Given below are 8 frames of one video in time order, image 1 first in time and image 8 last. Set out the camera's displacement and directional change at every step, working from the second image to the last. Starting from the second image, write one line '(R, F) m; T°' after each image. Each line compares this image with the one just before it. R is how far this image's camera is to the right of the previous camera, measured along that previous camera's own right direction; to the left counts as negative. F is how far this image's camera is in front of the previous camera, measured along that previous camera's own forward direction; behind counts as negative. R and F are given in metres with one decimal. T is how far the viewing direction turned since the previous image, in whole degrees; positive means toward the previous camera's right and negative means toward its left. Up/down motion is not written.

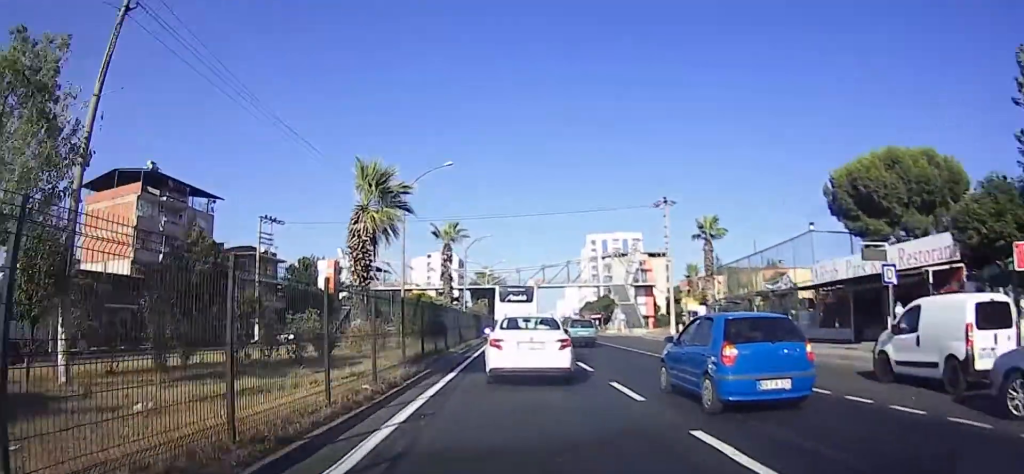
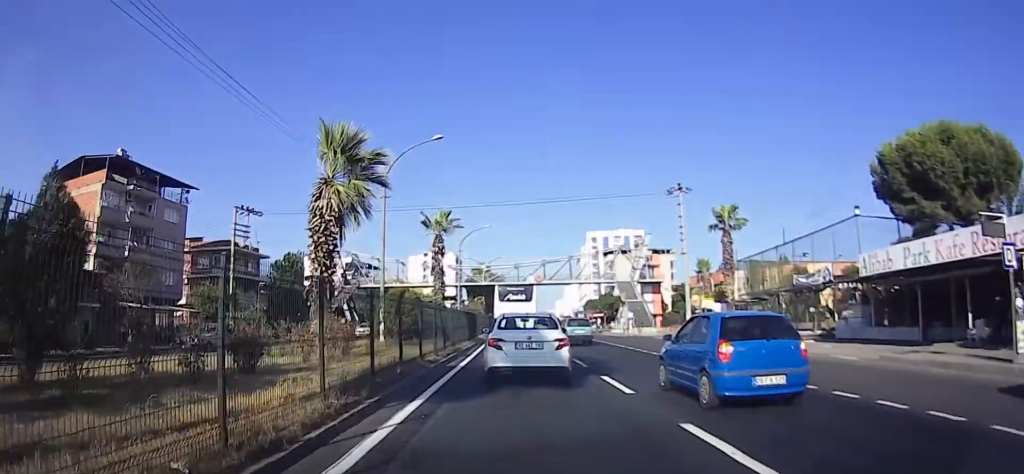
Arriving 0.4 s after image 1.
(0.0, +5.1) m; 0°
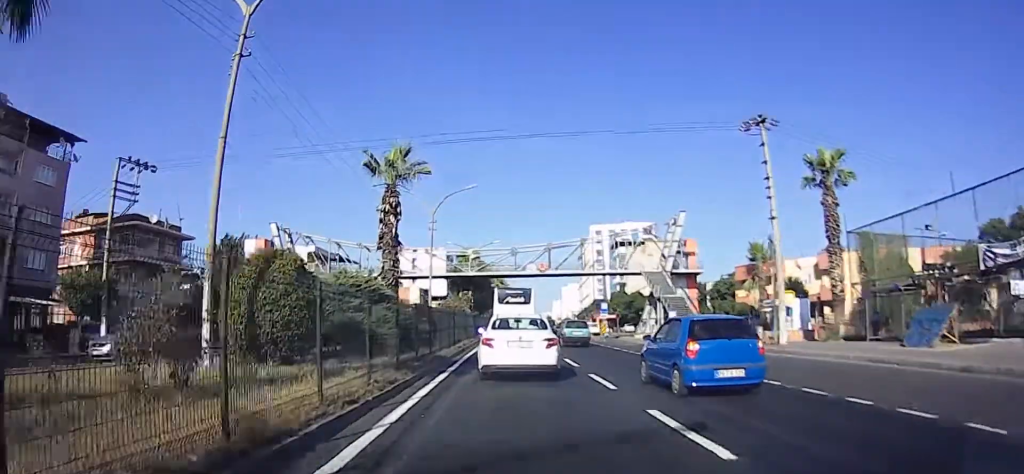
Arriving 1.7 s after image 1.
(0.0, +16.9) m; +1°
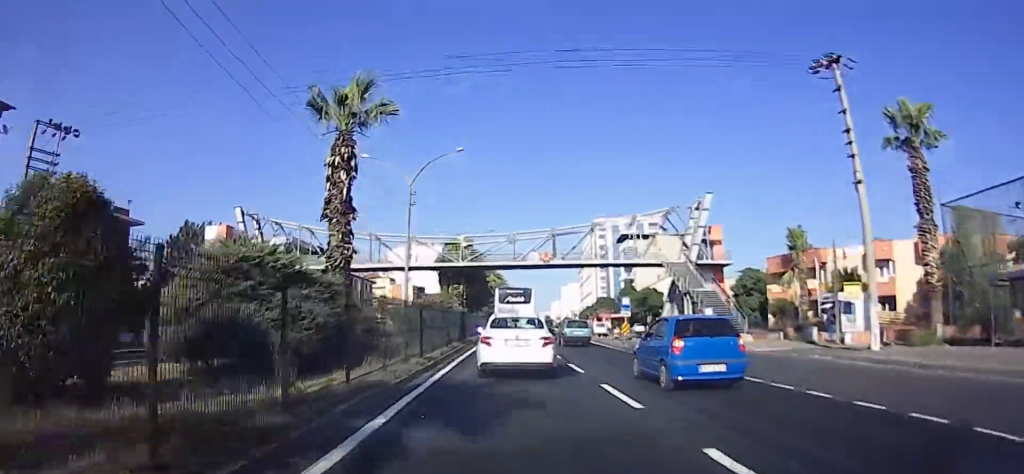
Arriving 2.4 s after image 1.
(0.0, +8.2) m; +1°
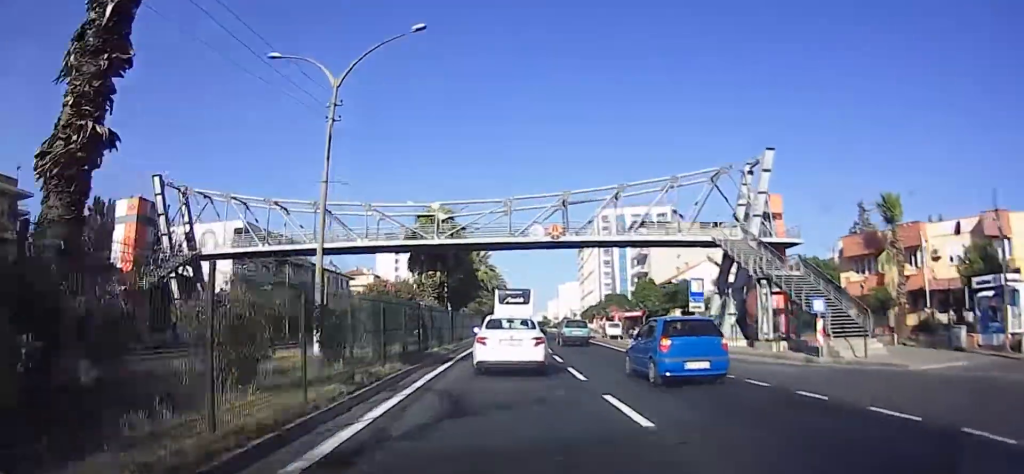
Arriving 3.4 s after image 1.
(+0.1, +13.4) m; 0°
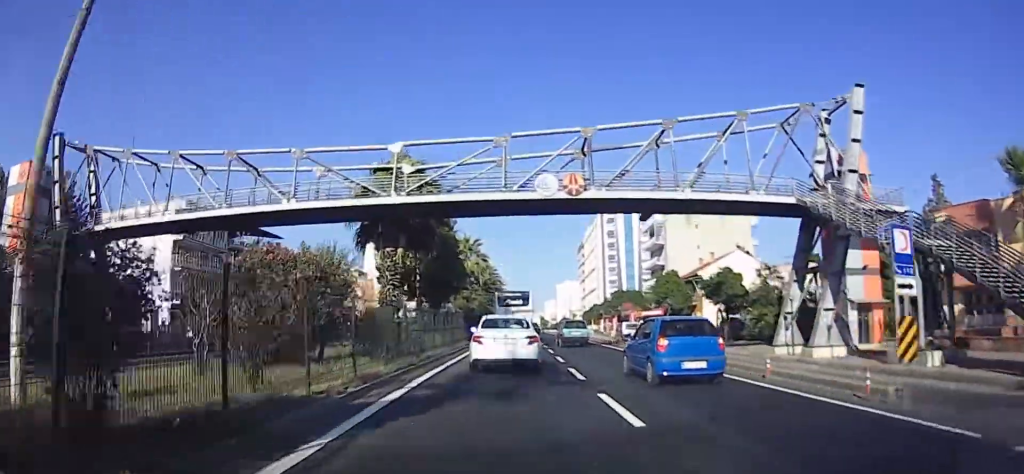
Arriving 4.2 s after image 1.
(0.0, +11.4) m; 0°
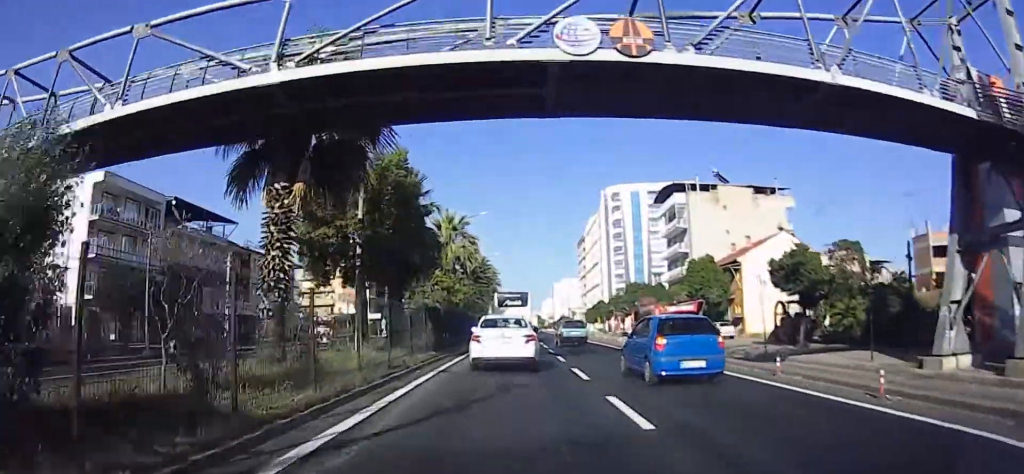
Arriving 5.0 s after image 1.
(-0.1, +11.7) m; 0°
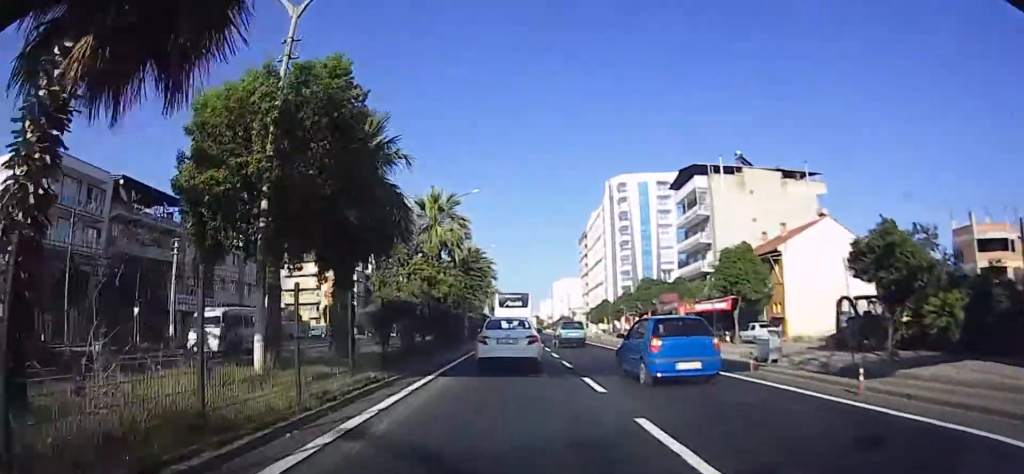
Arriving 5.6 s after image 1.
(0.0, +8.0) m; +1°
